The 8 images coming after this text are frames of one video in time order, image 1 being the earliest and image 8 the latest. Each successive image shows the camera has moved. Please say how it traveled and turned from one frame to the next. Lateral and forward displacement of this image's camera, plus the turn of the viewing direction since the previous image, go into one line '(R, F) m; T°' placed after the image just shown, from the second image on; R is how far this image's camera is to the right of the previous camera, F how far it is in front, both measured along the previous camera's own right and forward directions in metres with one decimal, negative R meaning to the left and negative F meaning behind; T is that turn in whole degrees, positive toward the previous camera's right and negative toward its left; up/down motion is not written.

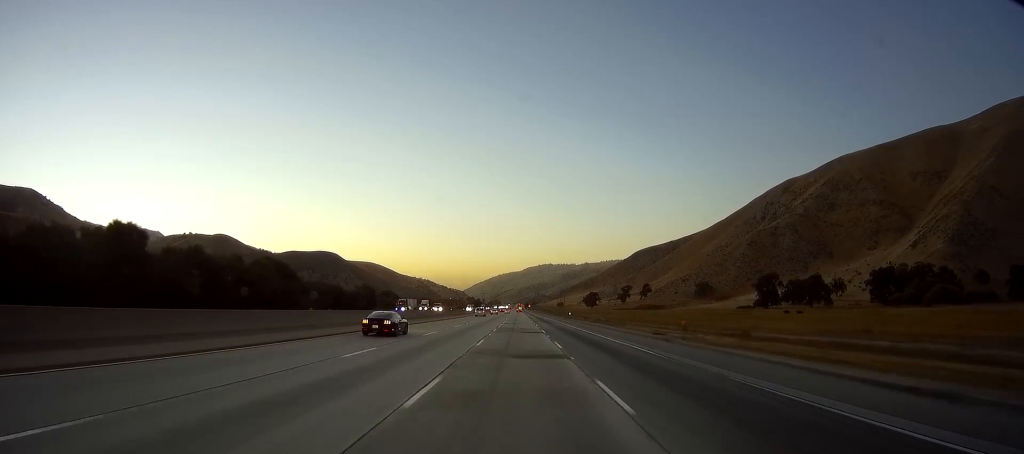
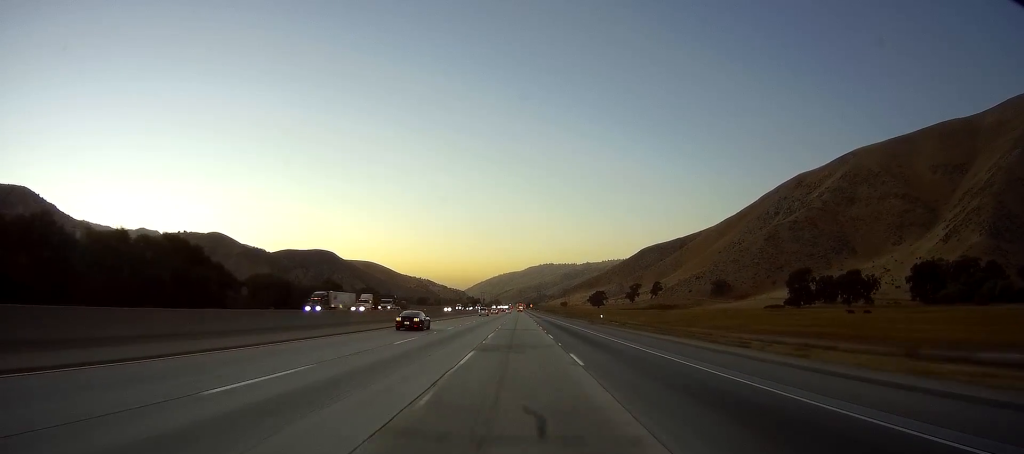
(+0.3, +37.2) m; +1°
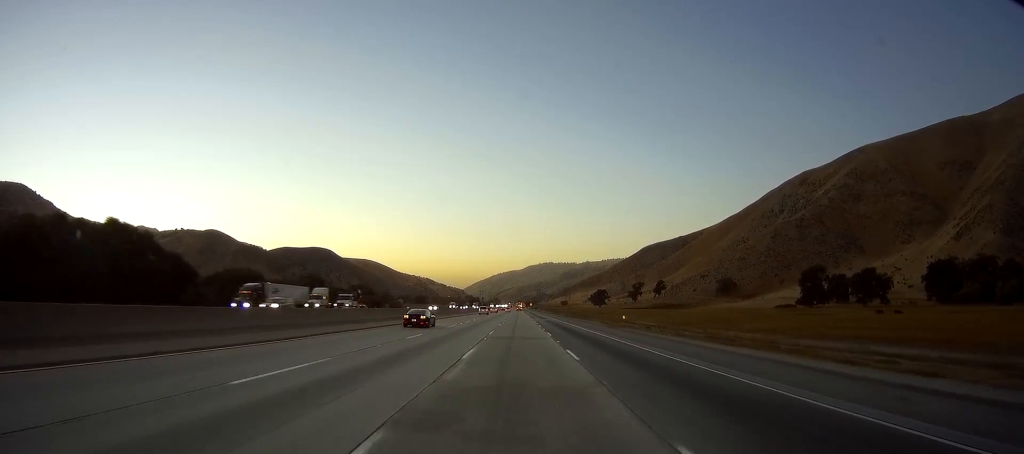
(0.0, +13.7) m; 0°
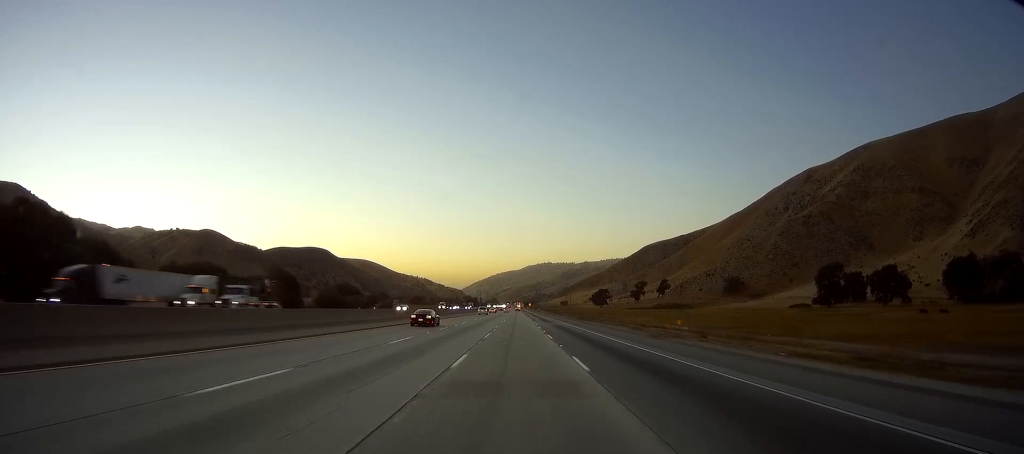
(+0.1, +17.6) m; 0°
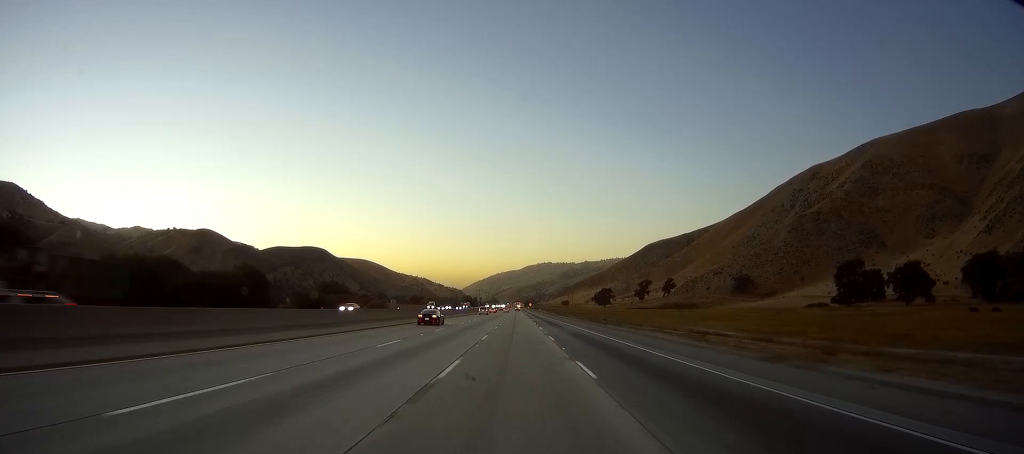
(0.0, +16.6) m; -1°
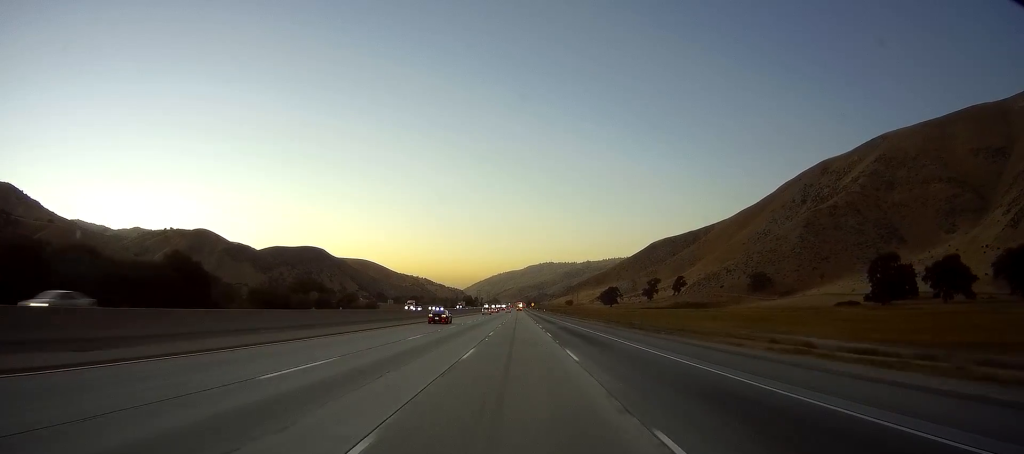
(-0.1, +24.5) m; -1°
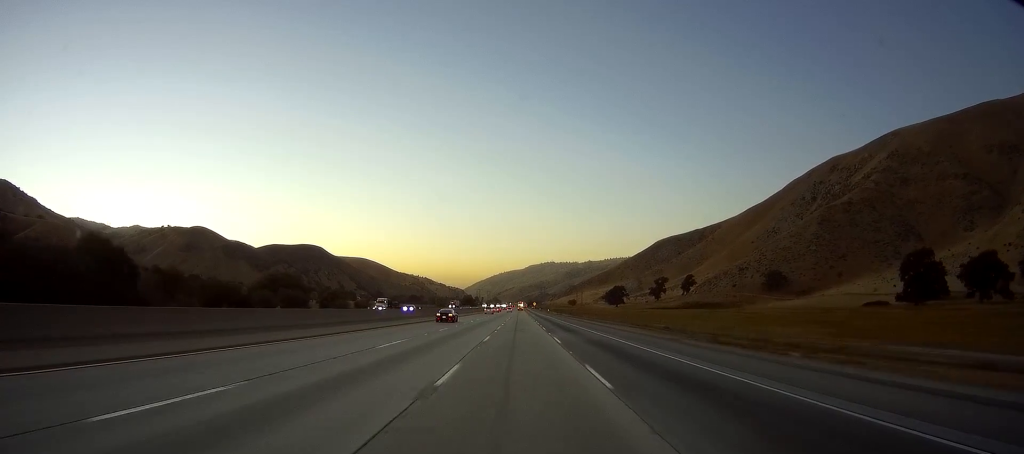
(-0.5, +20.6) m; 0°
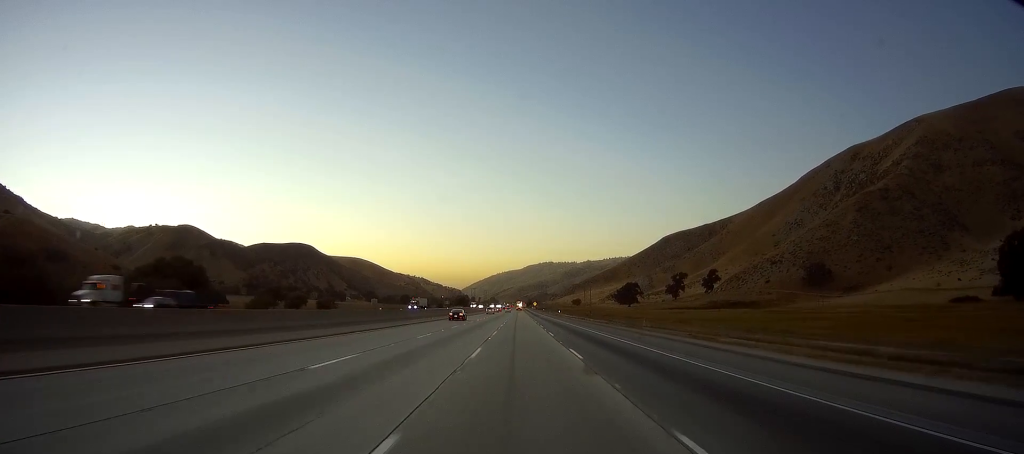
(+1.2, +52.9) m; +1°
